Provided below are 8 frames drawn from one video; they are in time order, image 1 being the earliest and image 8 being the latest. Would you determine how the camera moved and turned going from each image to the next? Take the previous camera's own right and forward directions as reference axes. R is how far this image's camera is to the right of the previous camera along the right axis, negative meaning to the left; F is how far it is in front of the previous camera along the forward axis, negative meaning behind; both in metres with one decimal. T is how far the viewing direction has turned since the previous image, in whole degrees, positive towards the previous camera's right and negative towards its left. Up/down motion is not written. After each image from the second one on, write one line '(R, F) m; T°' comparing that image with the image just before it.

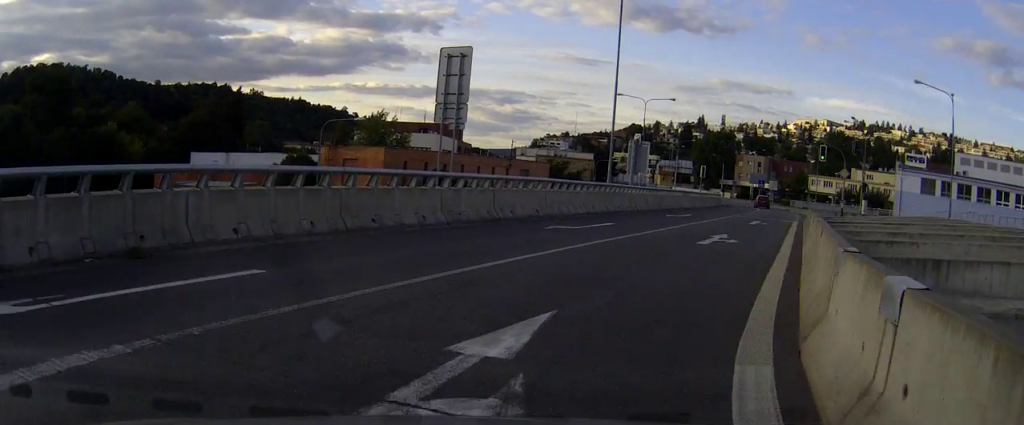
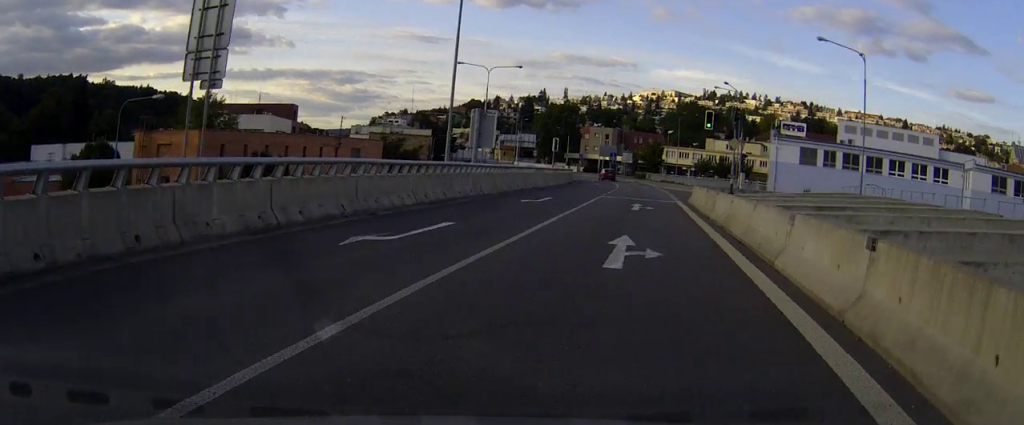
(+0.8, +7.2) m; +8°
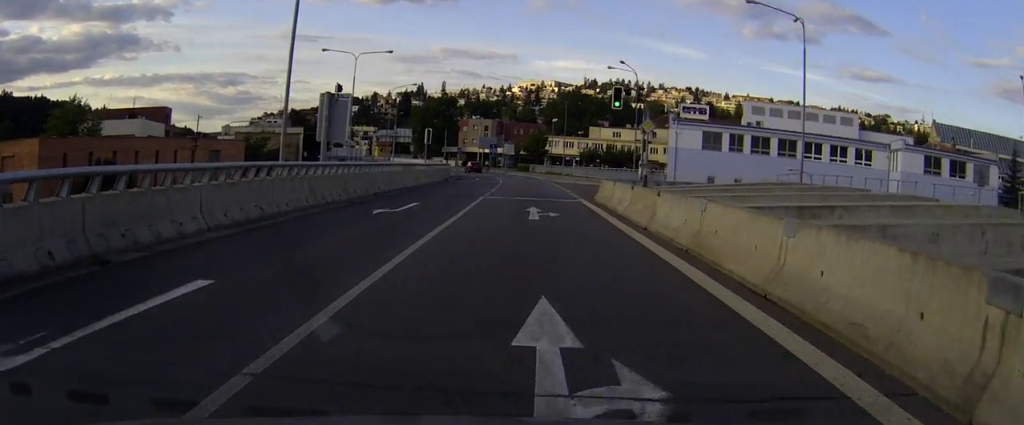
(+0.5, +7.3) m; +5°
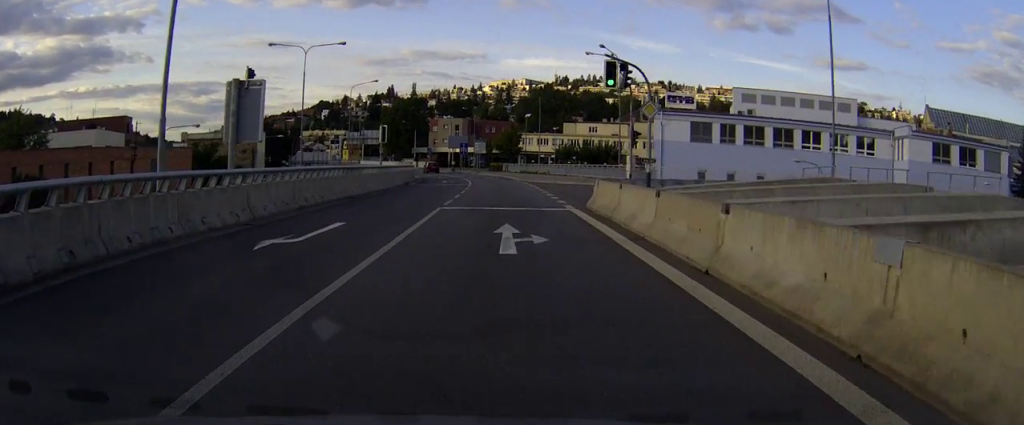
(+0.2, +6.7) m; +3°
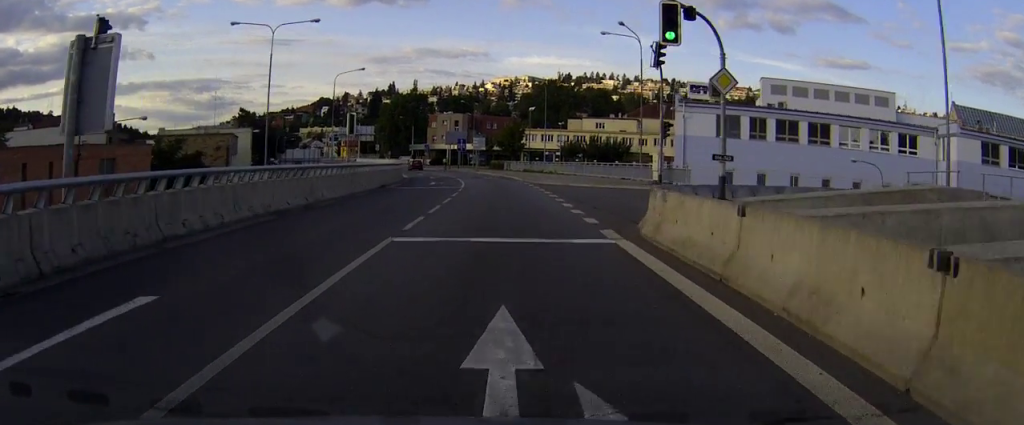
(+0.2, +8.6) m; +2°
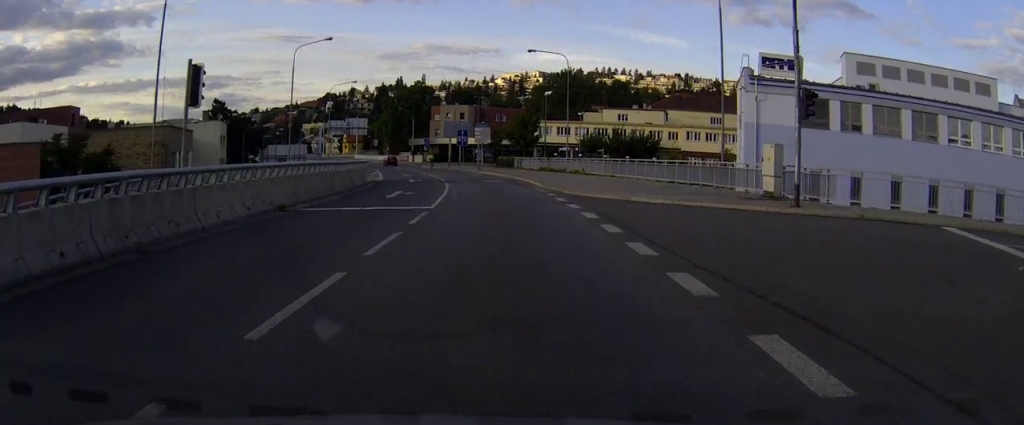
(+0.4, +17.0) m; +2°
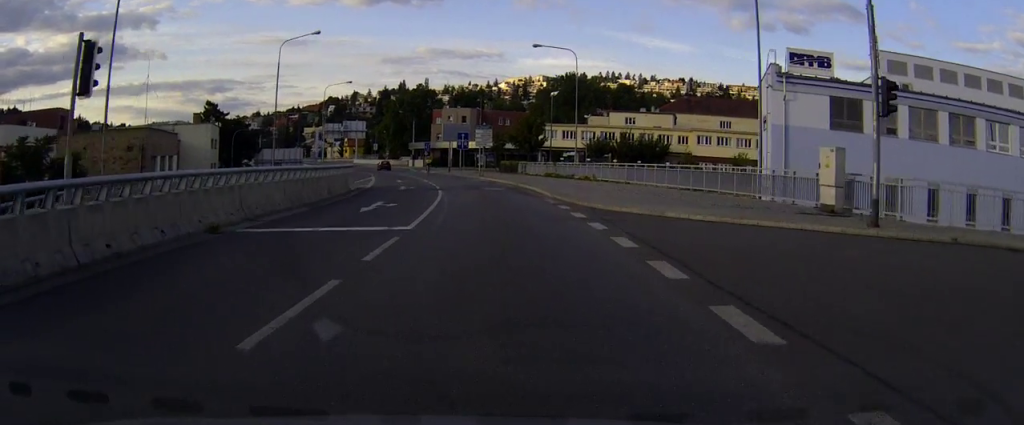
(0.0, +4.5) m; 0°
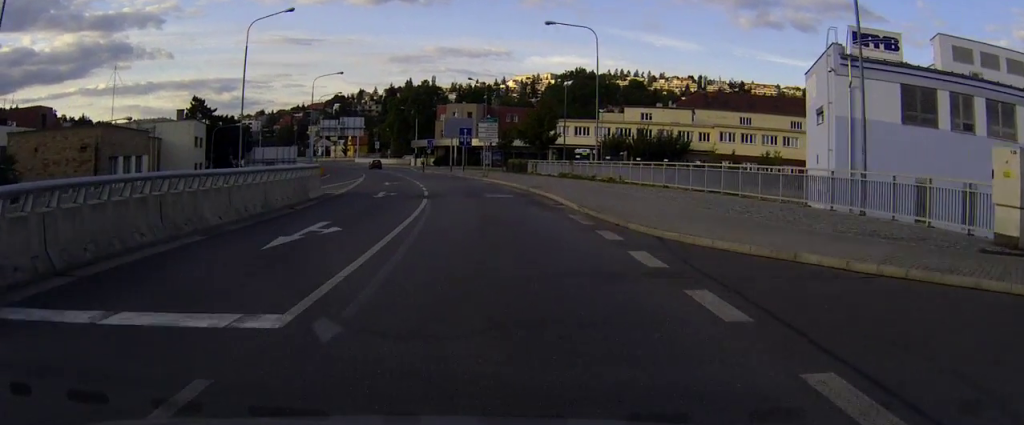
(0.0, +8.0) m; -1°
